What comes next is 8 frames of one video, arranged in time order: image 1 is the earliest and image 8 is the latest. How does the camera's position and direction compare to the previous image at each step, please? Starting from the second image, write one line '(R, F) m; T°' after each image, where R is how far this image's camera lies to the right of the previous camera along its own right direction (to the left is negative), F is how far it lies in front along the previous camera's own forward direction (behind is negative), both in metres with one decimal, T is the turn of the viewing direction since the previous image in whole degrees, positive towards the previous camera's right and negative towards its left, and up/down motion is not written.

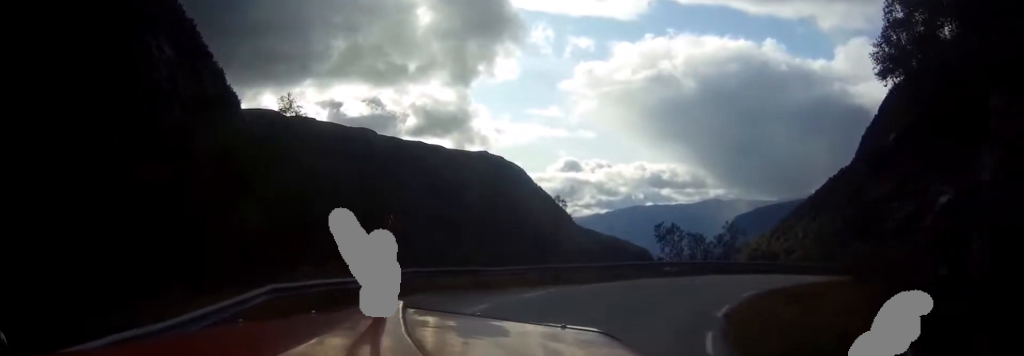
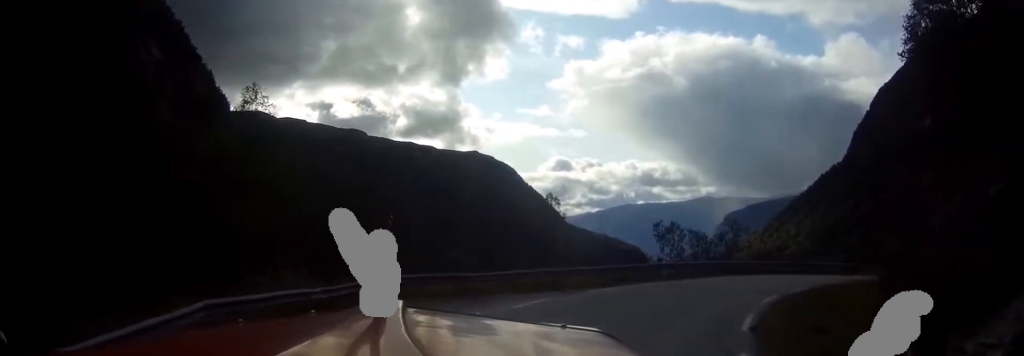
(+0.2, +2.8) m; +3°
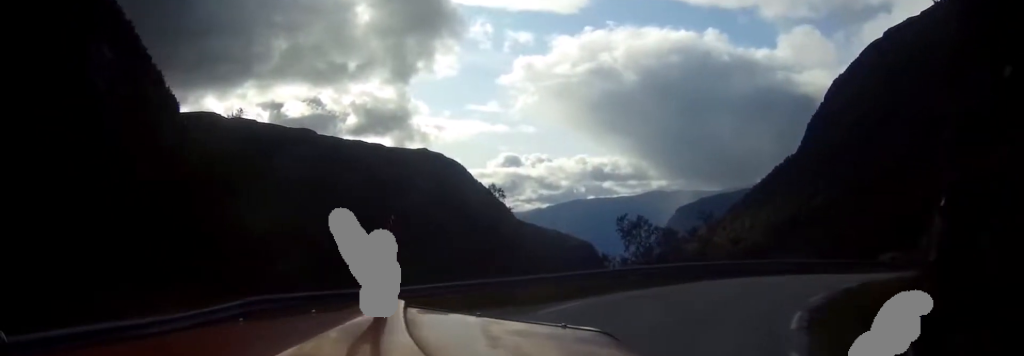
(+0.5, +6.5) m; +6°
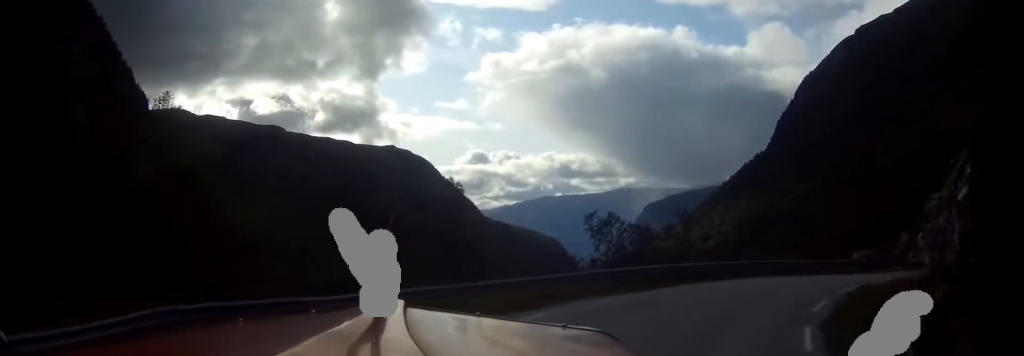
(-0.1, +3.1) m; +2°
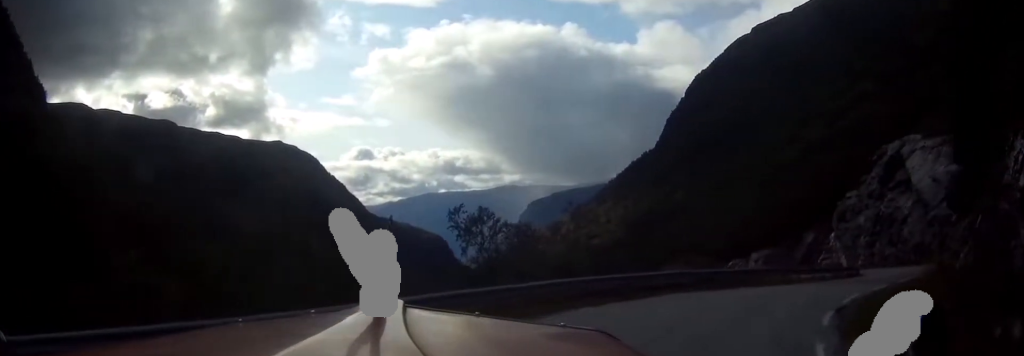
(+1.6, +7.7) m; +24°
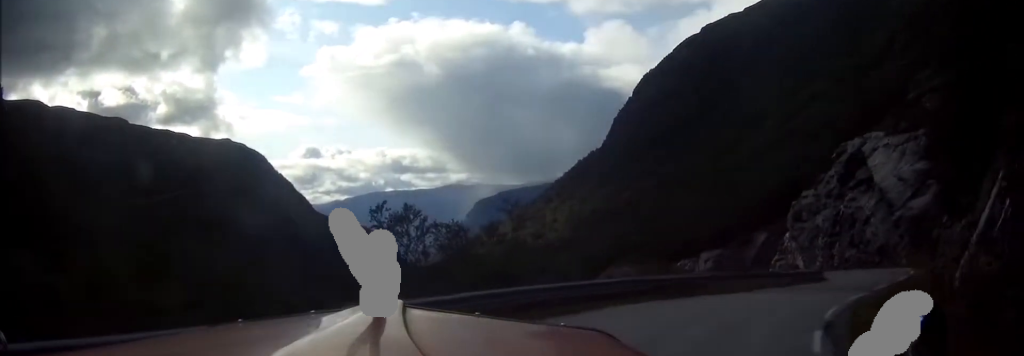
(+0.4, +3.2) m; +8°
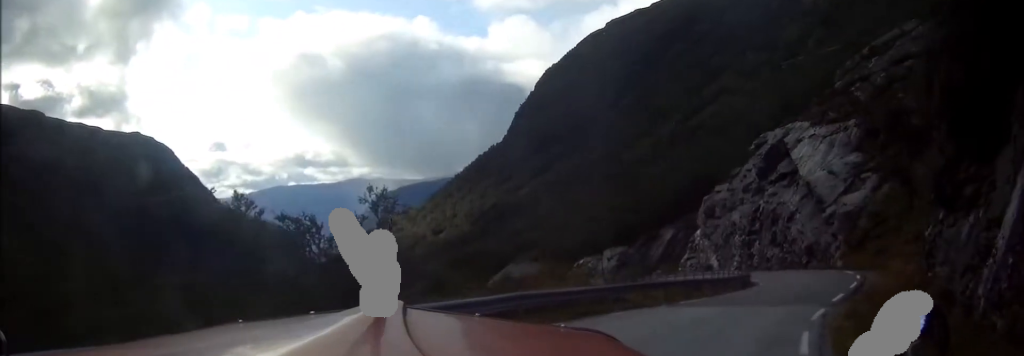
(-0.1, +6.2) m; 0°
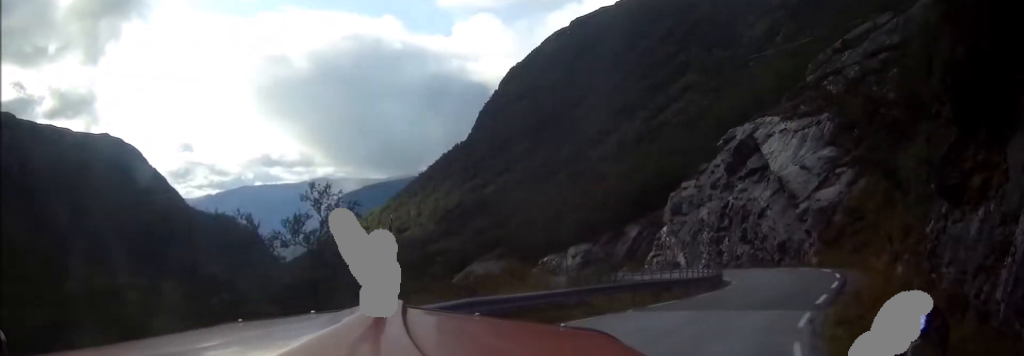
(-0.2, +2.3) m; +4°
